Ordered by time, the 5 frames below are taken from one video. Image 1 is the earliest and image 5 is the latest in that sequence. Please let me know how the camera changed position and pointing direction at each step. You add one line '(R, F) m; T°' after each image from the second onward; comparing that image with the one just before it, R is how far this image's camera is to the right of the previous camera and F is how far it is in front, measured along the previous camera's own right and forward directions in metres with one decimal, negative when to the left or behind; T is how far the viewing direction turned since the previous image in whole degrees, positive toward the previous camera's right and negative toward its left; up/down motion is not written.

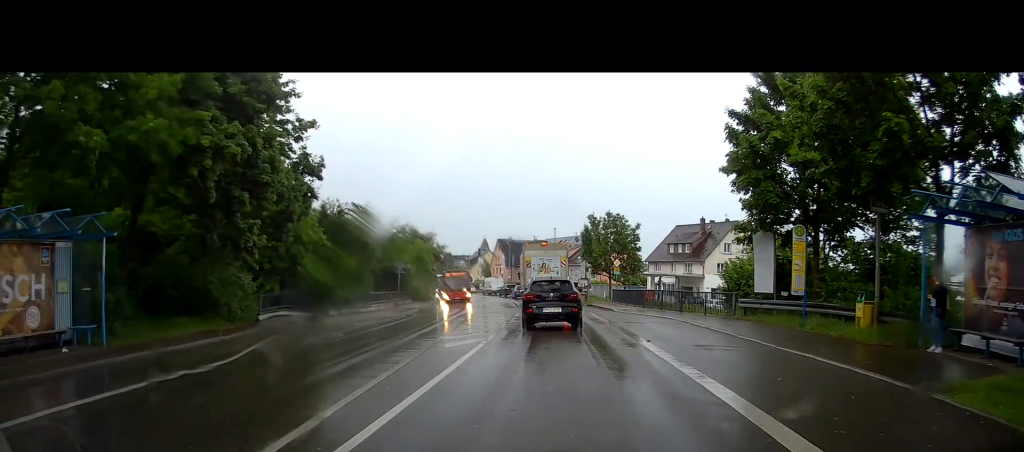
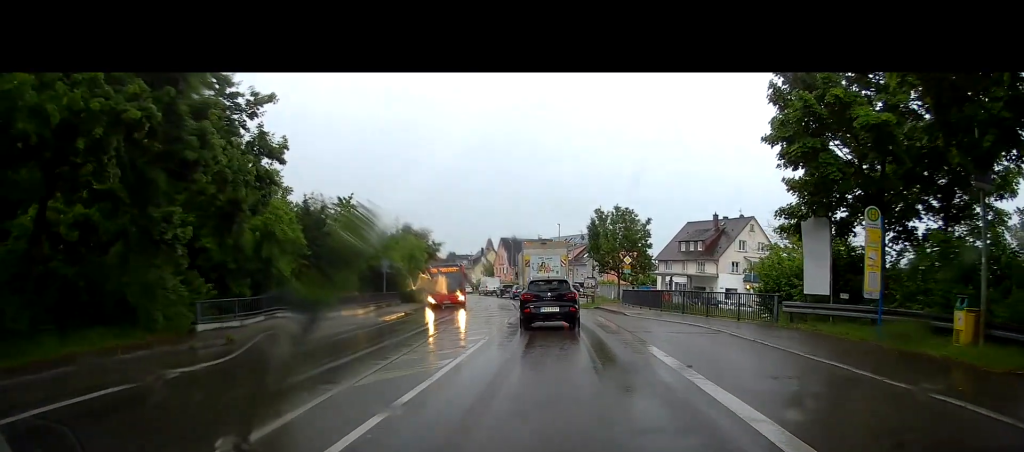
(+0.1, +4.9) m; +1°
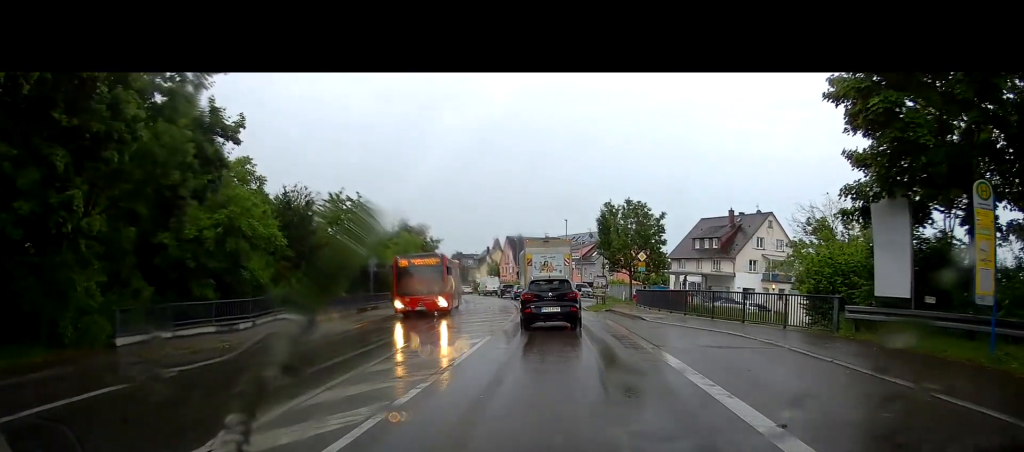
(0.0, +4.4) m; -1°
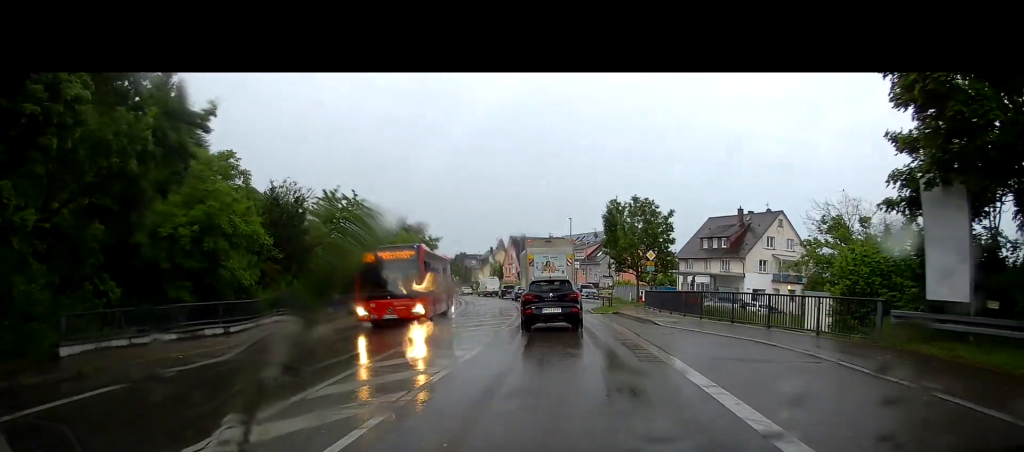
(0.0, +2.3) m; -1°
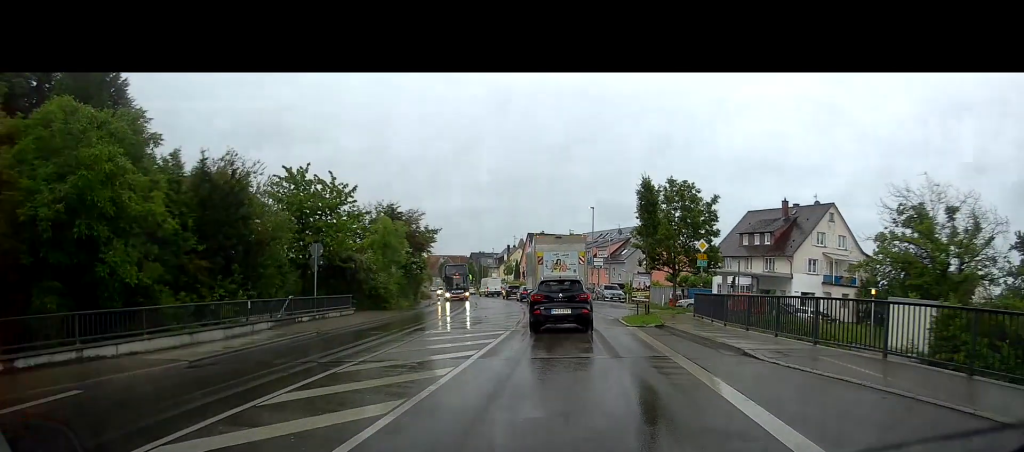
(-0.9, +9.7) m; -10°
